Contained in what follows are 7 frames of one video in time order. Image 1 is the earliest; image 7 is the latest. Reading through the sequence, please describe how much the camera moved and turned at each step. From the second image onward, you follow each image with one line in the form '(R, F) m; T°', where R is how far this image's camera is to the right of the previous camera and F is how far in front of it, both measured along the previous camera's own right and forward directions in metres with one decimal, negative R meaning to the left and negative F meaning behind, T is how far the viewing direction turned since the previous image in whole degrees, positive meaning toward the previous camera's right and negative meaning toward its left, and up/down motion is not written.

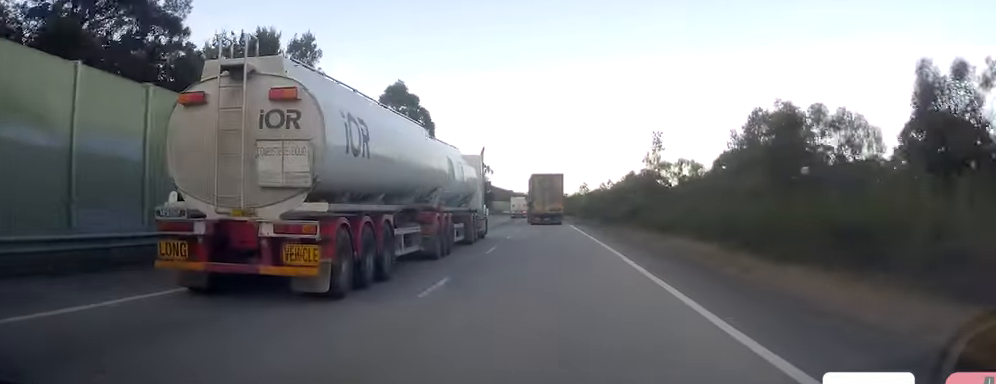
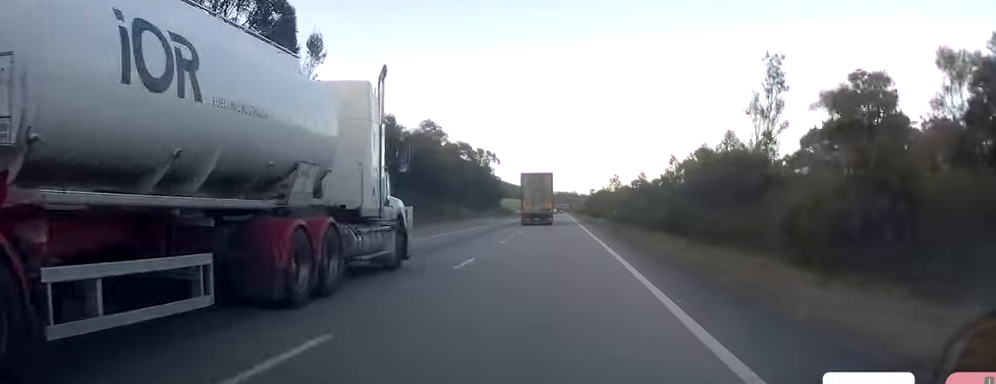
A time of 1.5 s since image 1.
(-1.1, +43.5) m; -2°
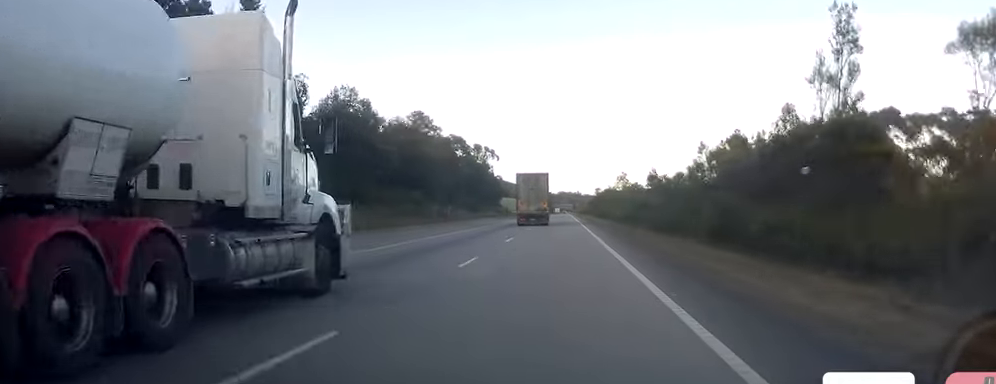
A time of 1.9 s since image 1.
(+0.1, +11.6) m; 0°
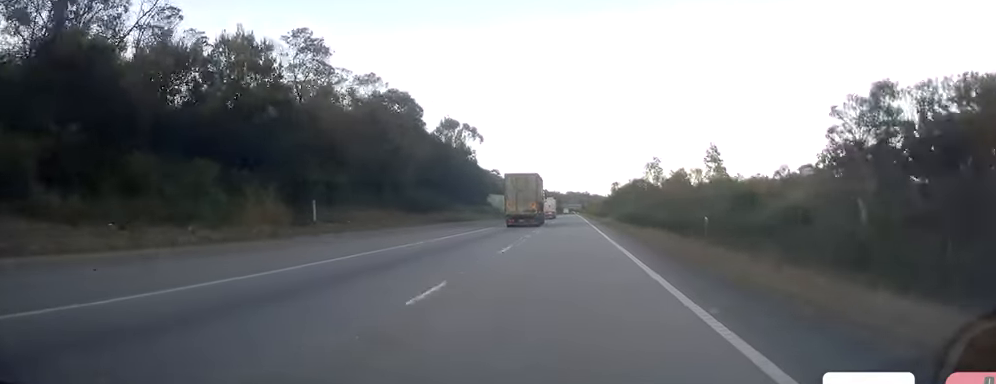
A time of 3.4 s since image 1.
(-1.1, +42.3) m; -1°
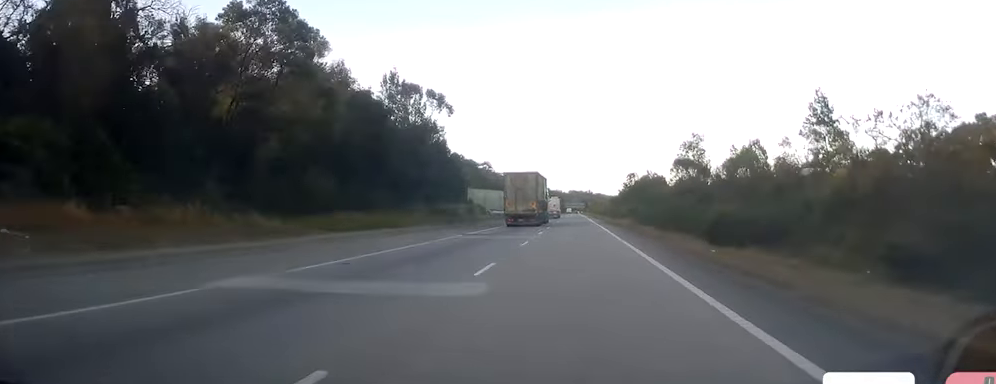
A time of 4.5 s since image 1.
(+0.2, +31.6) m; +1°
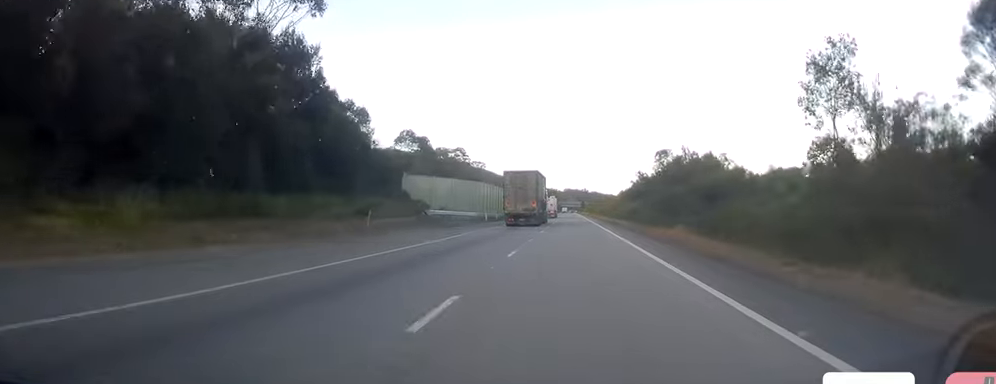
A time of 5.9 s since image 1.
(+0.1, +42.4) m; 0°
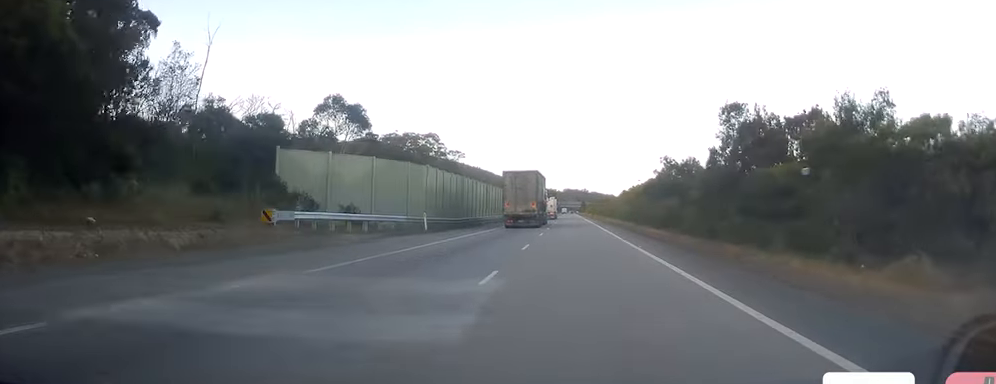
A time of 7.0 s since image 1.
(-0.1, +31.8) m; -1°
